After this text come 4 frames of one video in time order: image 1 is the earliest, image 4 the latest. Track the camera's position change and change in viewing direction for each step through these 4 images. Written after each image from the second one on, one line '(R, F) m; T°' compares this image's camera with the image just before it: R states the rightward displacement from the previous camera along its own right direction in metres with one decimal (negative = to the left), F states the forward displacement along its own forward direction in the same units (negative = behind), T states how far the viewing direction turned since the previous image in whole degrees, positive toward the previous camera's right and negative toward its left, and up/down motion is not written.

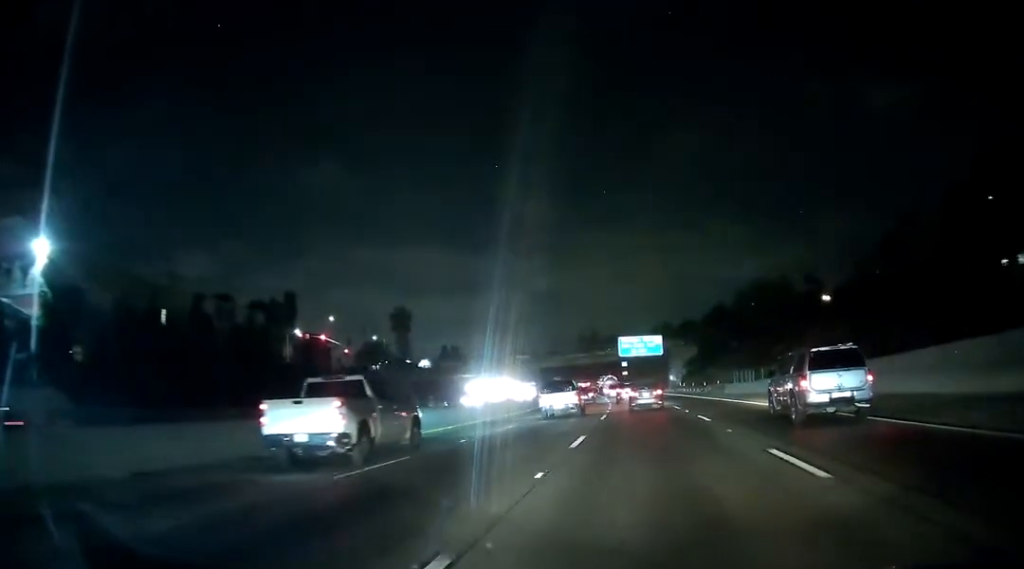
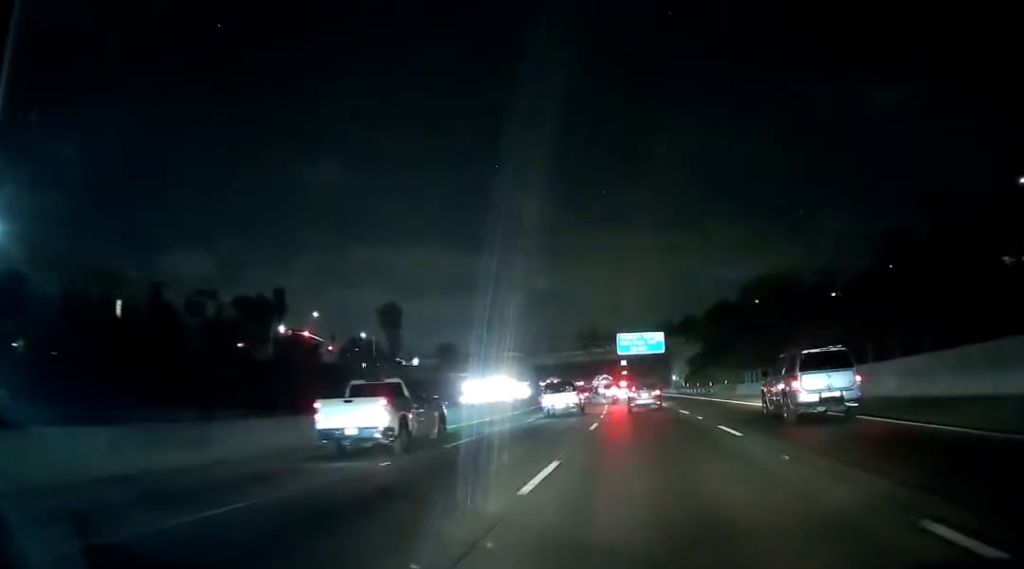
(0.0, +6.9) m; 0°
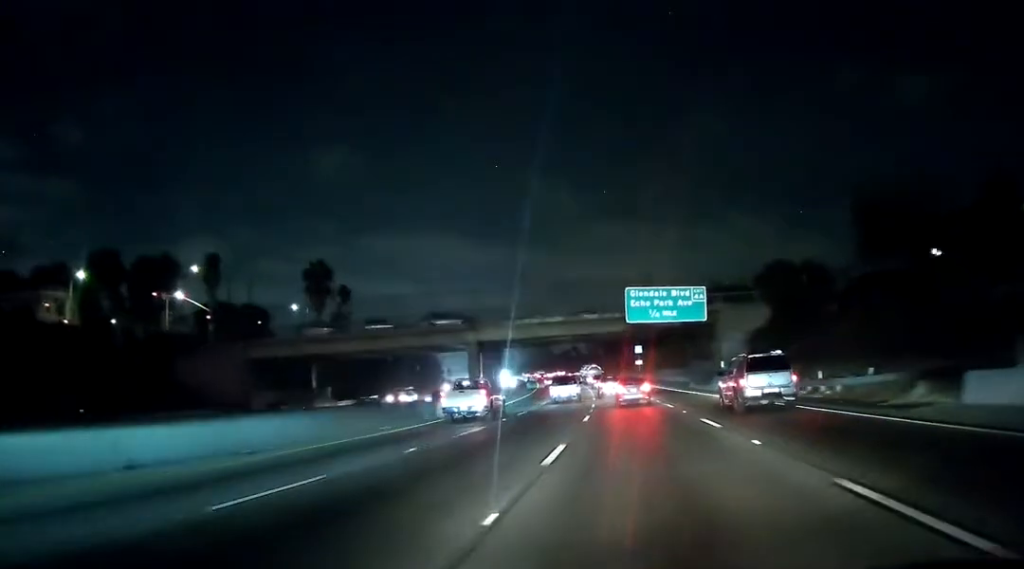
(-0.5, +41.5) m; -2°
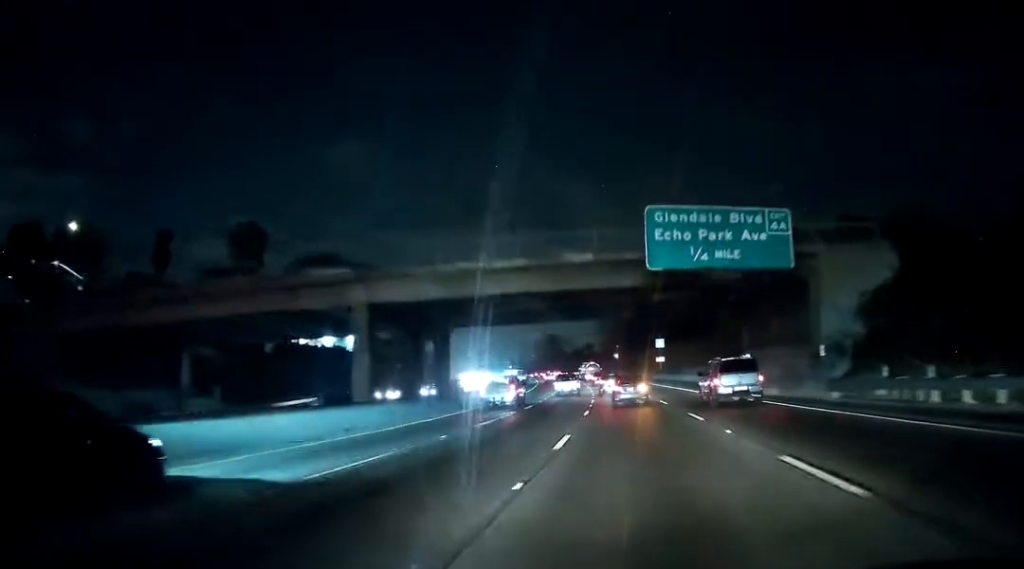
(+0.2, +25.8) m; -1°
